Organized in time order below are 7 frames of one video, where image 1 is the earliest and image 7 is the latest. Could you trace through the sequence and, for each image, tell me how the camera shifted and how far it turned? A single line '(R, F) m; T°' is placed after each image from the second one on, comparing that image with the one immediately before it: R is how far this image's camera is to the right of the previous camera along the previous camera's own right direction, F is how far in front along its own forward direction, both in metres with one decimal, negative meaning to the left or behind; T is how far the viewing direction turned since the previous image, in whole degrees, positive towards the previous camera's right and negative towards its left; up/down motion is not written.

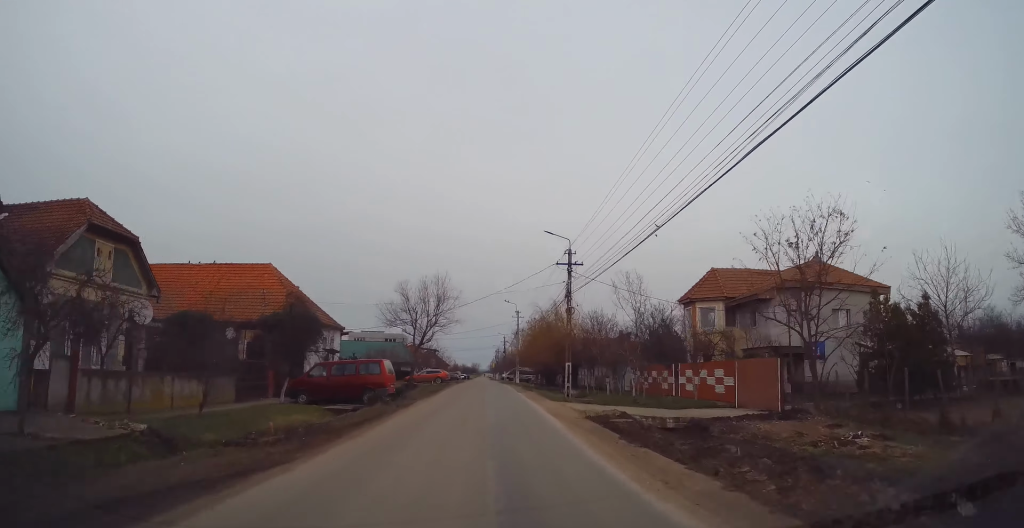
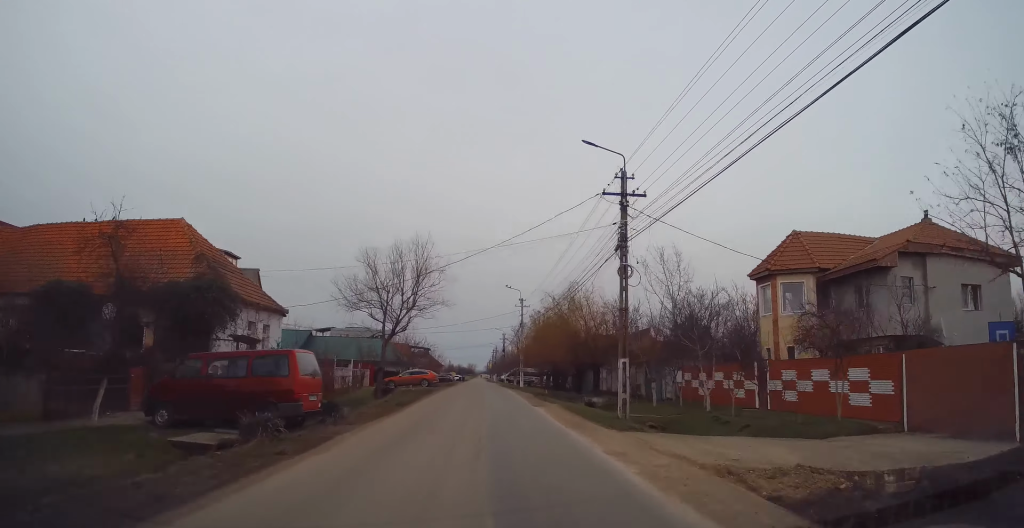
(-0.2, +12.3) m; 0°
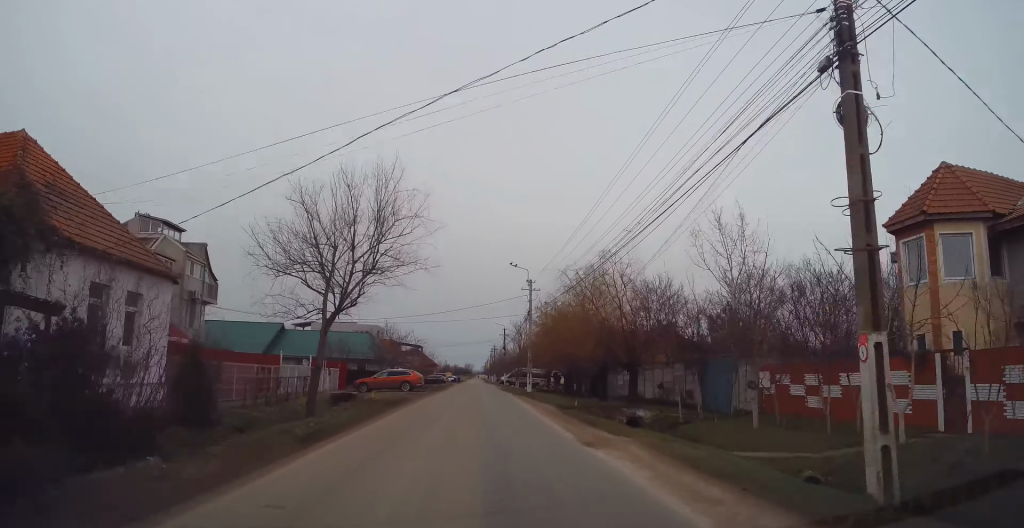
(+0.3, +11.6) m; +1°
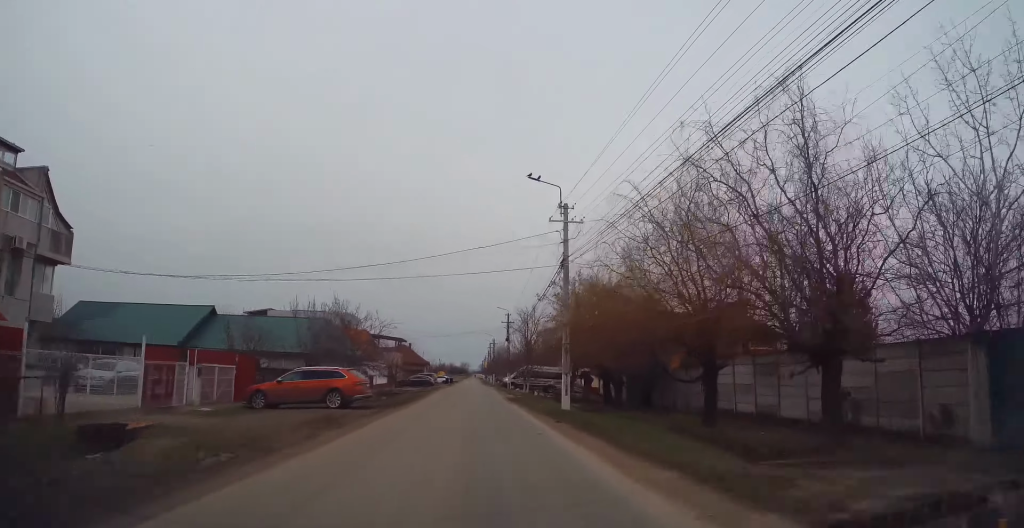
(+0.1, +19.9) m; 0°
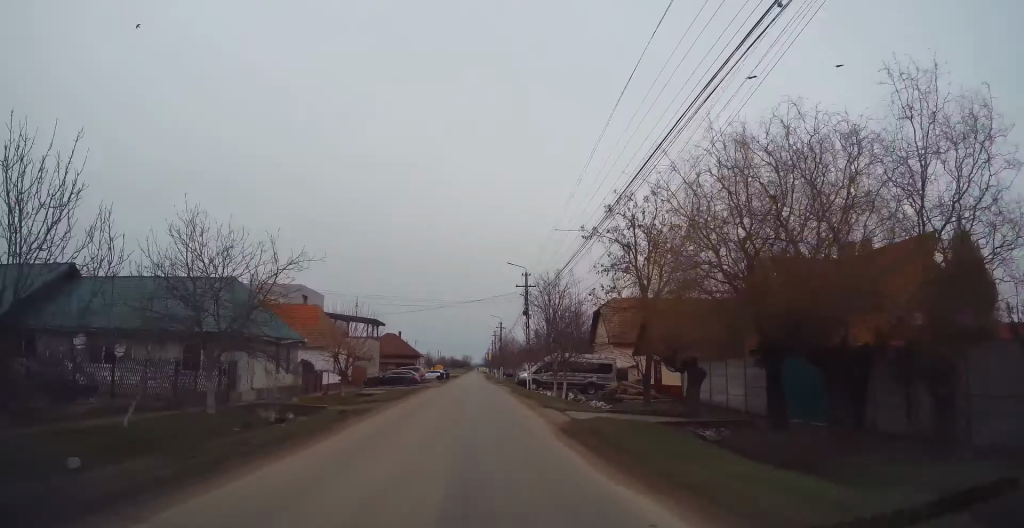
(-0.1, +21.7) m; -1°
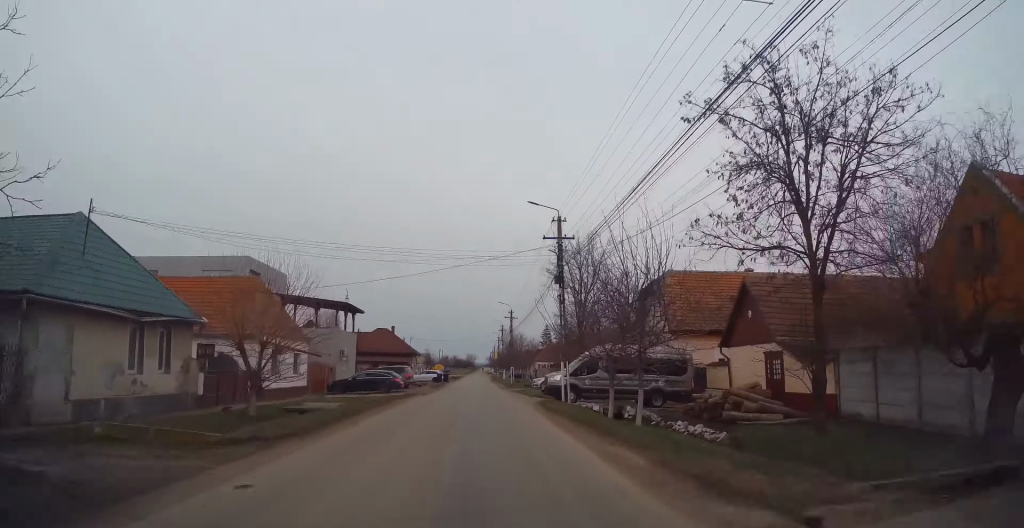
(-0.1, +15.6) m; -1°
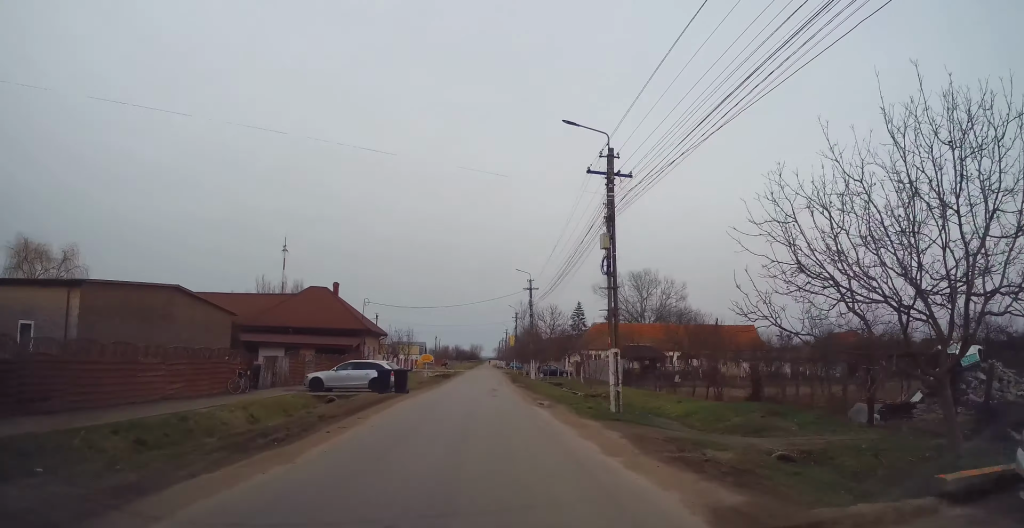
(+0.1, +45.2) m; -1°
